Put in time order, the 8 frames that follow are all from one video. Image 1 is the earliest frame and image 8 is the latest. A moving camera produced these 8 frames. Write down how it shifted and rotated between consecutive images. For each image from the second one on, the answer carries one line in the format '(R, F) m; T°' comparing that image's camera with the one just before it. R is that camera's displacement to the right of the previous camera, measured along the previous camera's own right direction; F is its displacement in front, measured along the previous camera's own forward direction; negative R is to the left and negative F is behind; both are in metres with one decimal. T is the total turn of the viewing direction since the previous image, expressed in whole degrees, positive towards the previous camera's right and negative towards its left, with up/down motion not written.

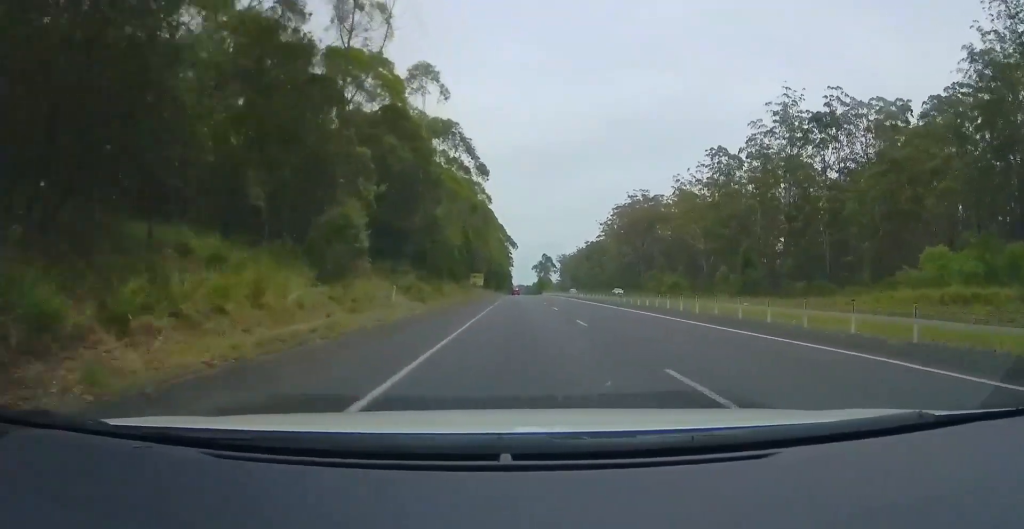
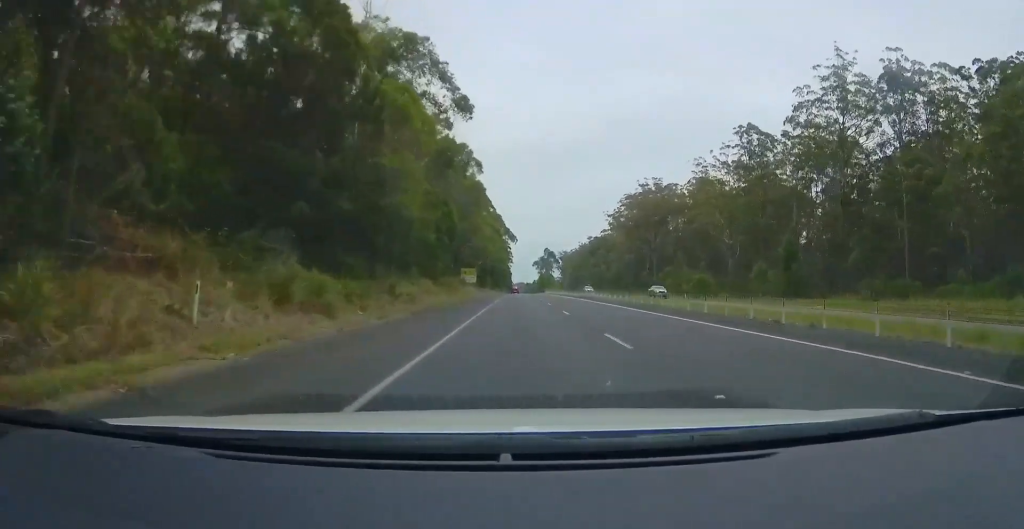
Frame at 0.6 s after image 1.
(-0.1, +18.3) m; -1°
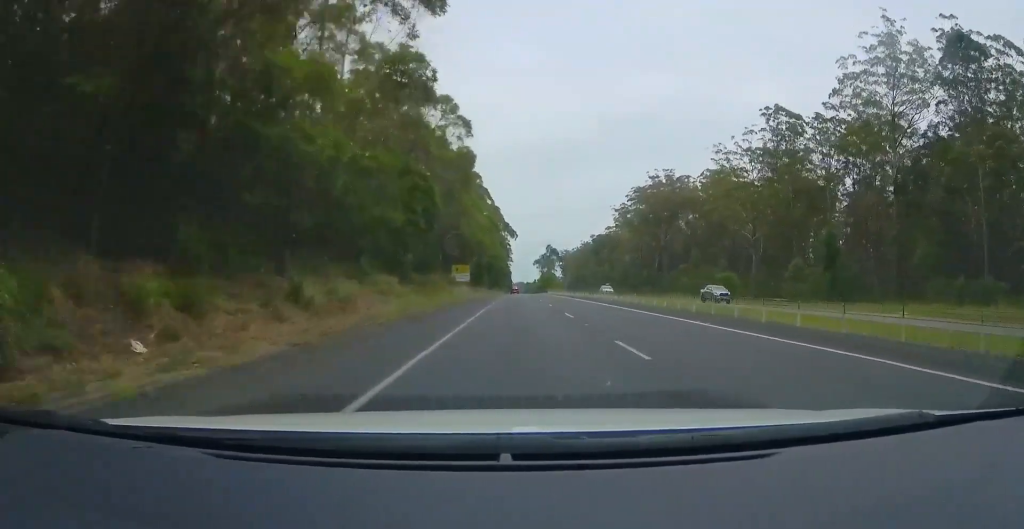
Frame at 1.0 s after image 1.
(-0.3, +13.4) m; 0°
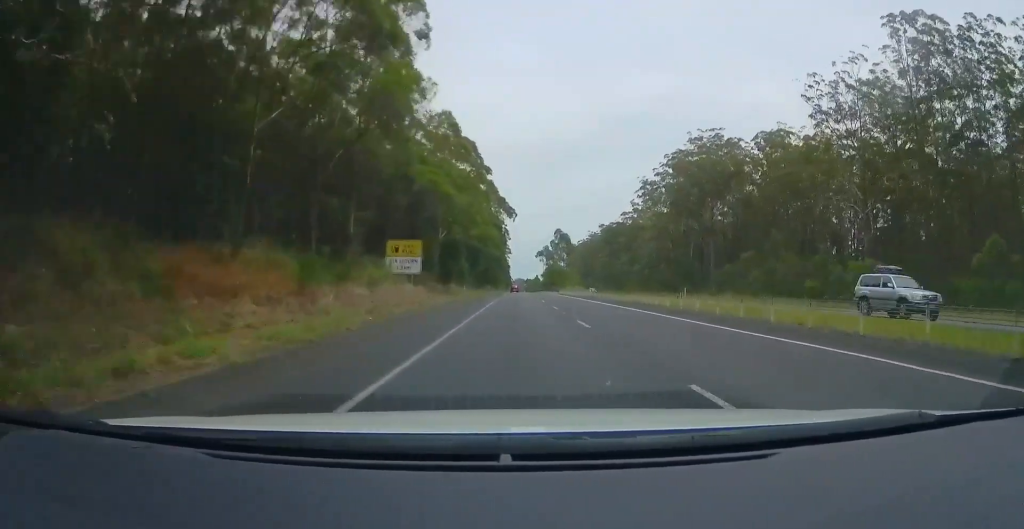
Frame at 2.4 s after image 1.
(+0.2, +40.4) m; +1°
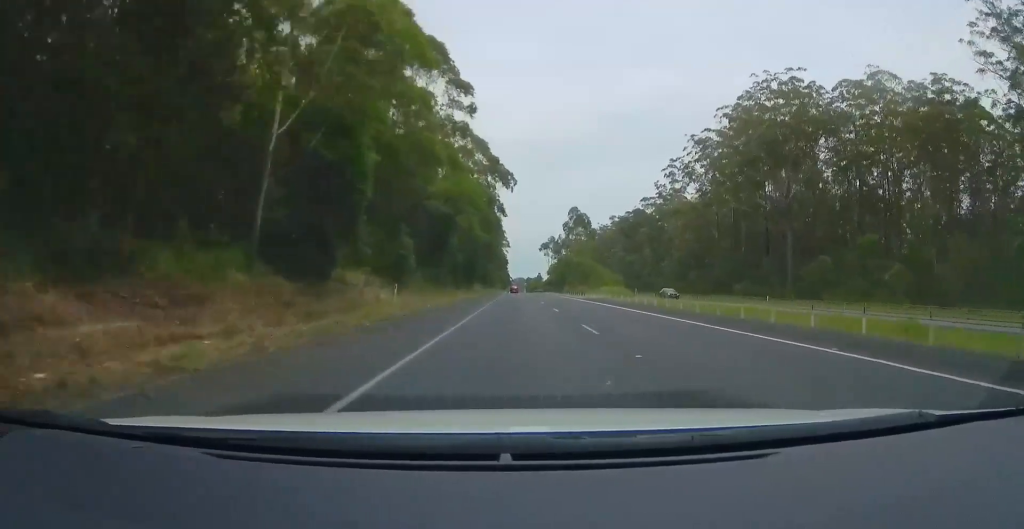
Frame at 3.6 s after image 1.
(-0.2, +38.3) m; 0°
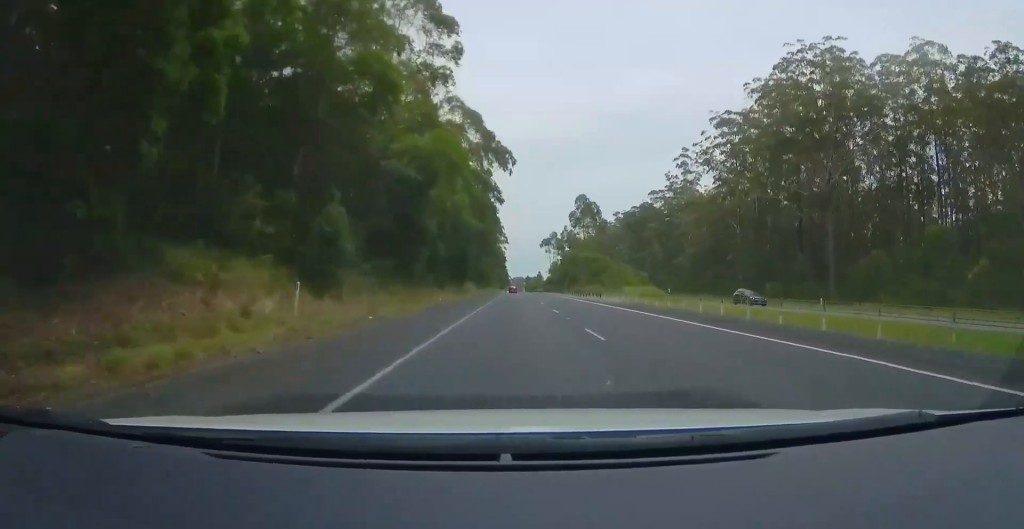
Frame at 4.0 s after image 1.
(+0.1, +13.5) m; +1°
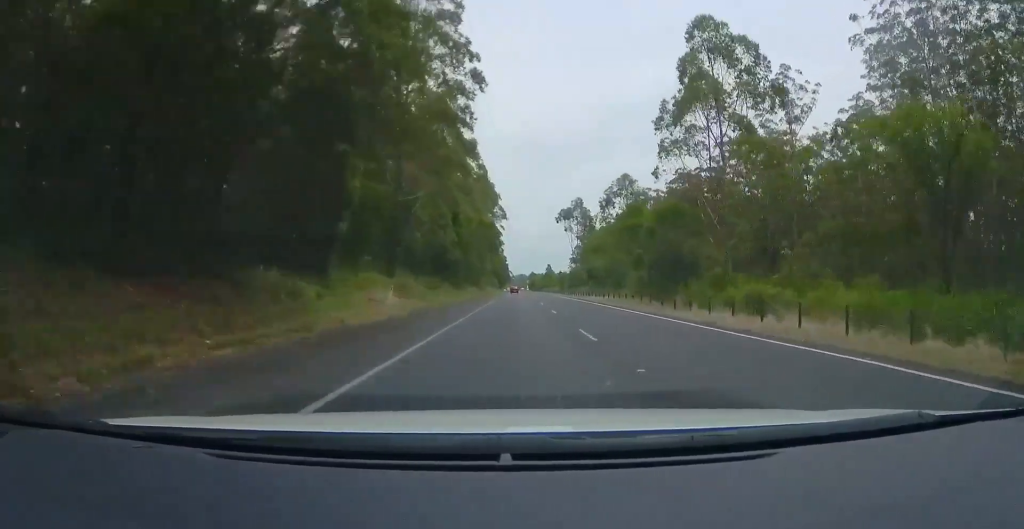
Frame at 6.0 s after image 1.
(+0.6, +58.6) m; 0°
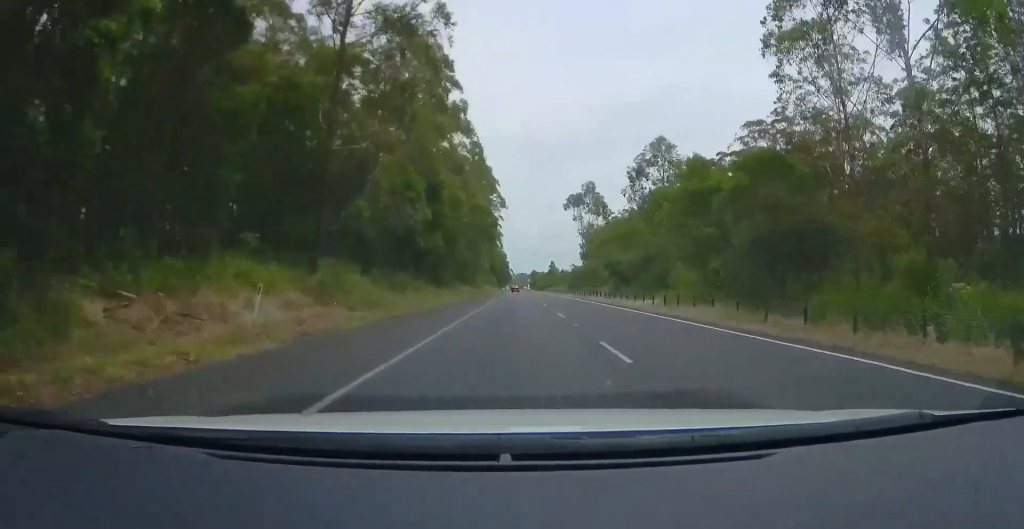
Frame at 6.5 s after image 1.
(-0.1, +15.8) m; 0°
